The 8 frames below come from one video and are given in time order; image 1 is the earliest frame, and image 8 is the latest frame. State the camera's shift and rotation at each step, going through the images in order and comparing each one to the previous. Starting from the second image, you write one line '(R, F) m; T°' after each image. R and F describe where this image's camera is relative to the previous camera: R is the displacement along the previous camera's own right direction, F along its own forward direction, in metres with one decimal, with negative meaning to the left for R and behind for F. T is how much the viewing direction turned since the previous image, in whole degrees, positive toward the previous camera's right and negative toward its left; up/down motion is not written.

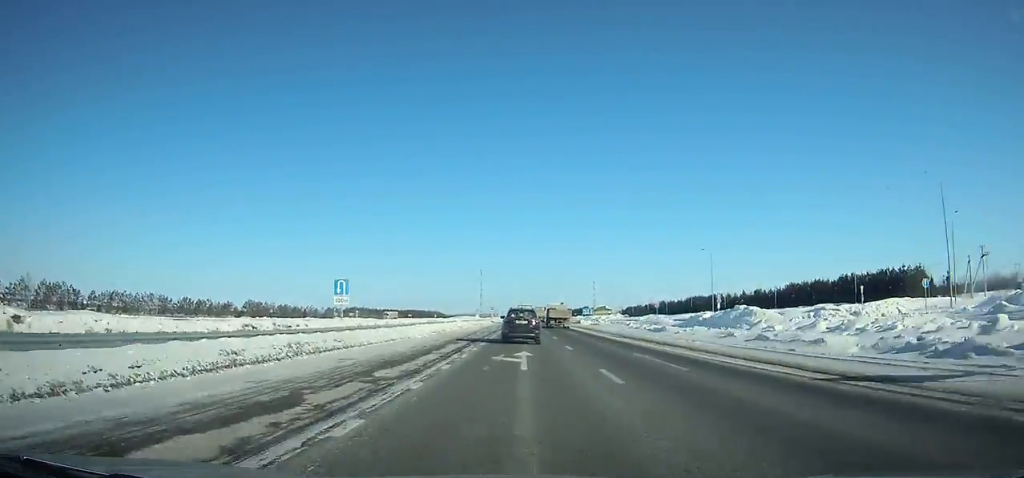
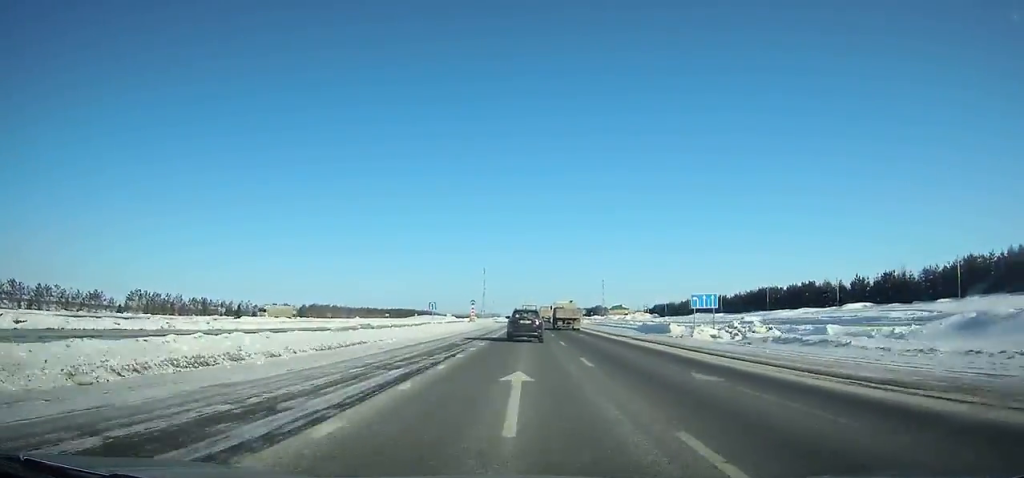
(0.0, +68.6) m; 0°
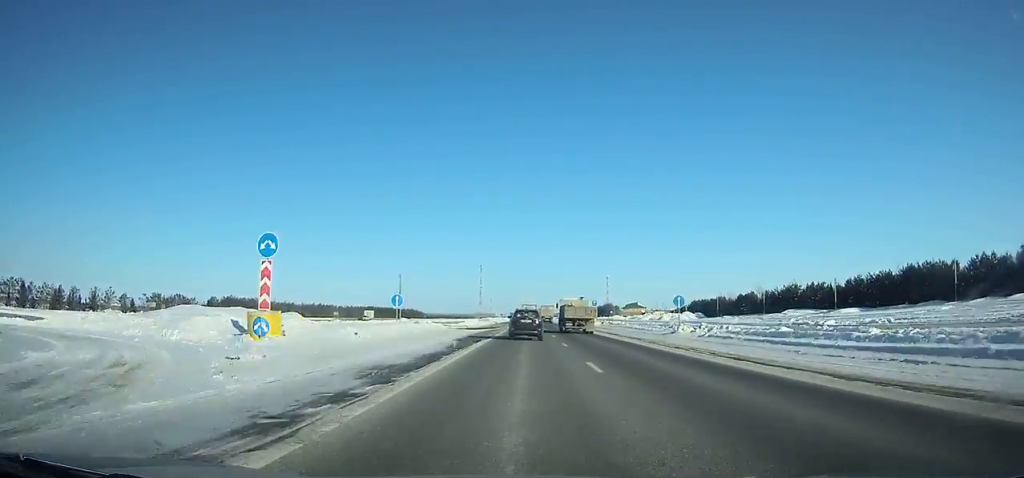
(0.0, +74.4) m; 0°
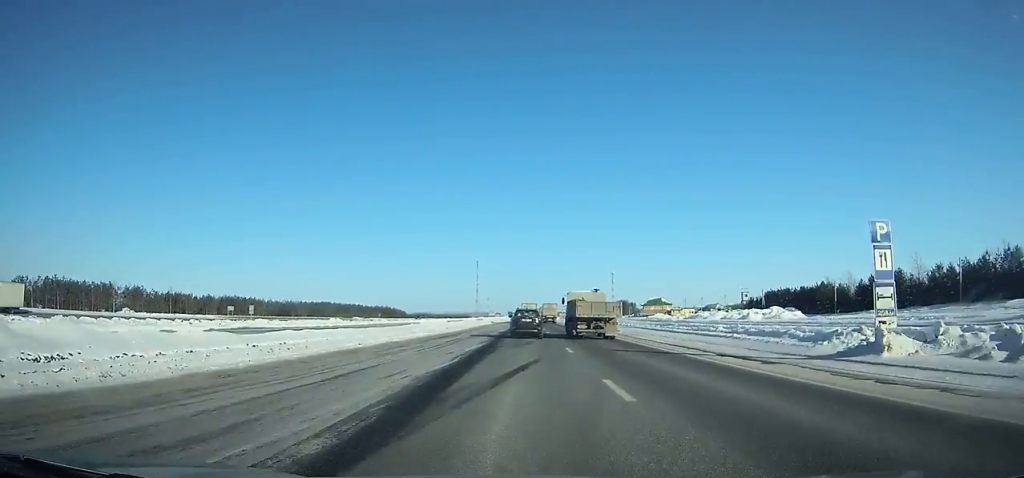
(+0.2, +75.1) m; 0°
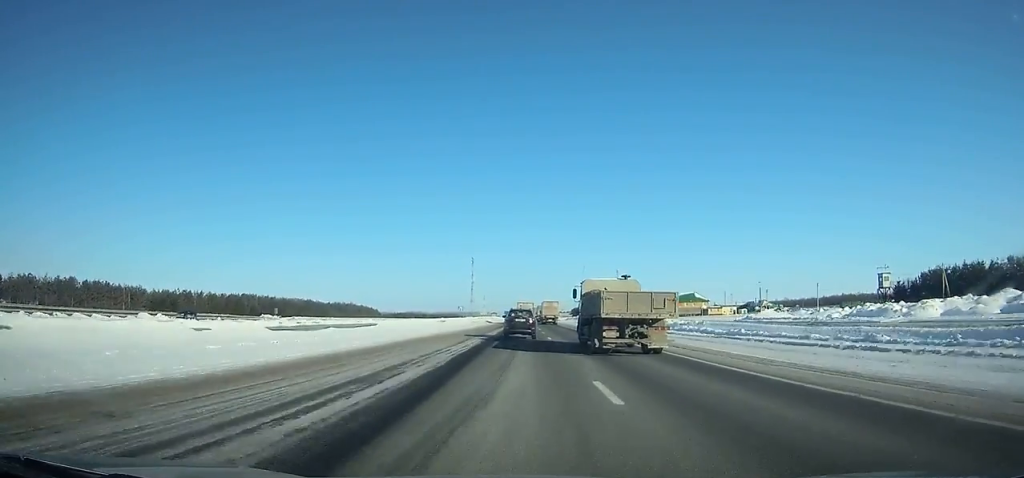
(0.0, +70.1) m; 0°
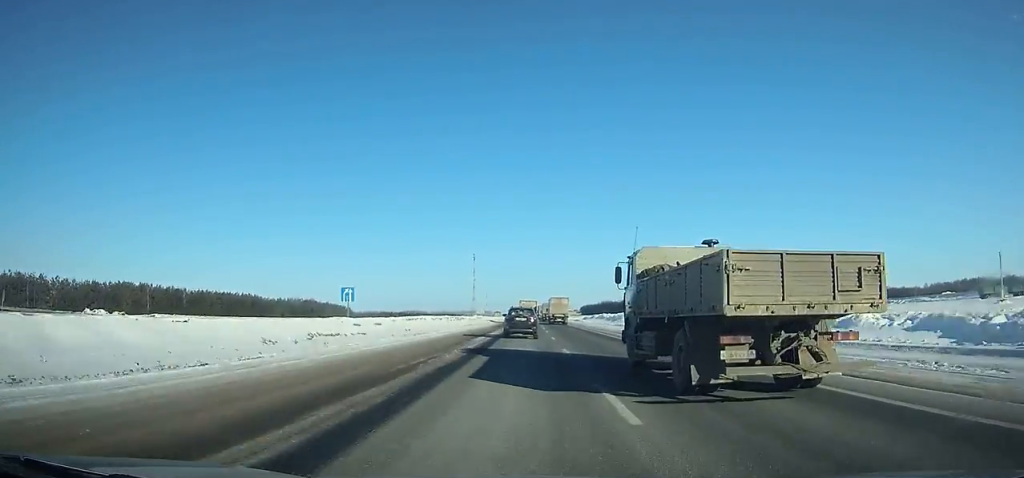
(-0.2, +59.2) m; 0°
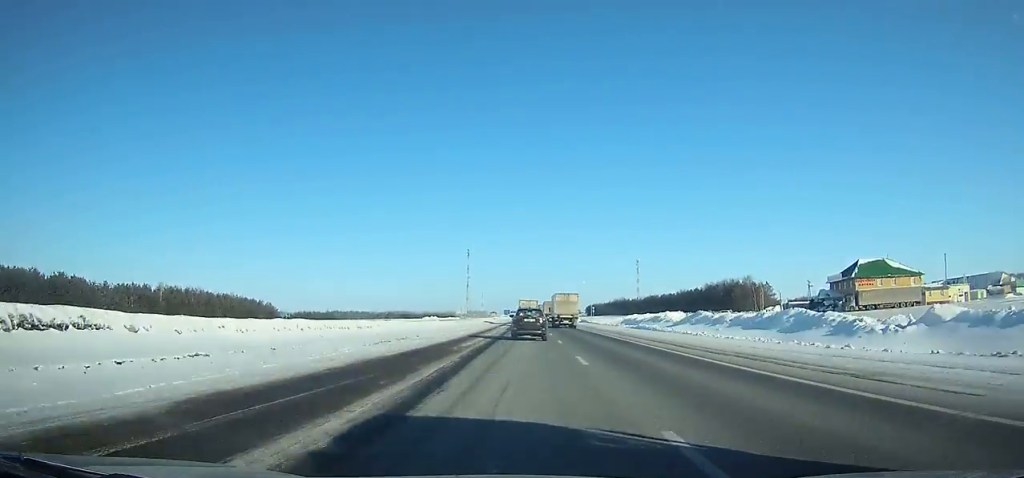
(-0.5, +84.0) m; 0°
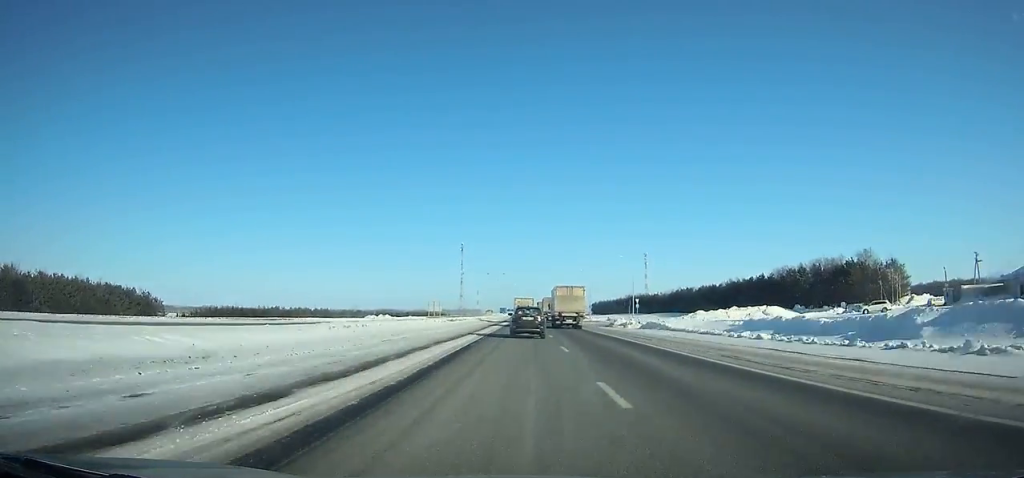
(-0.2, +65.5) m; 0°
